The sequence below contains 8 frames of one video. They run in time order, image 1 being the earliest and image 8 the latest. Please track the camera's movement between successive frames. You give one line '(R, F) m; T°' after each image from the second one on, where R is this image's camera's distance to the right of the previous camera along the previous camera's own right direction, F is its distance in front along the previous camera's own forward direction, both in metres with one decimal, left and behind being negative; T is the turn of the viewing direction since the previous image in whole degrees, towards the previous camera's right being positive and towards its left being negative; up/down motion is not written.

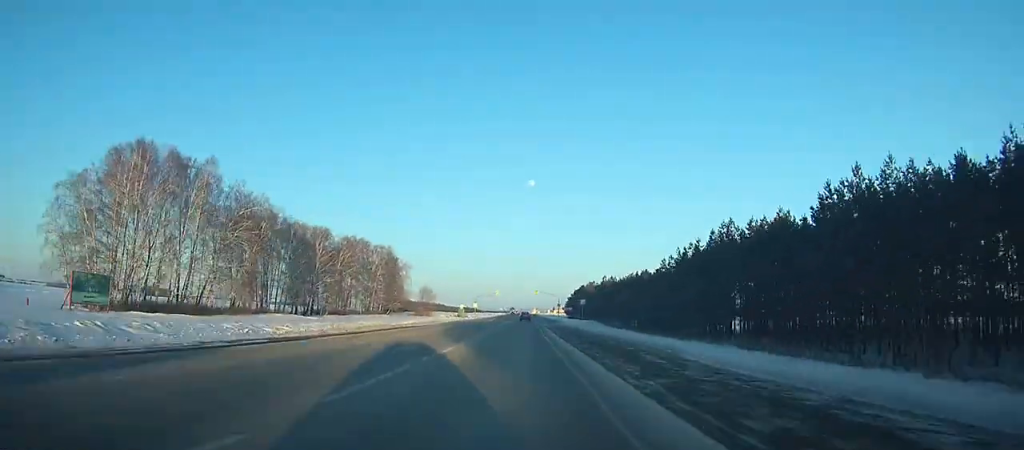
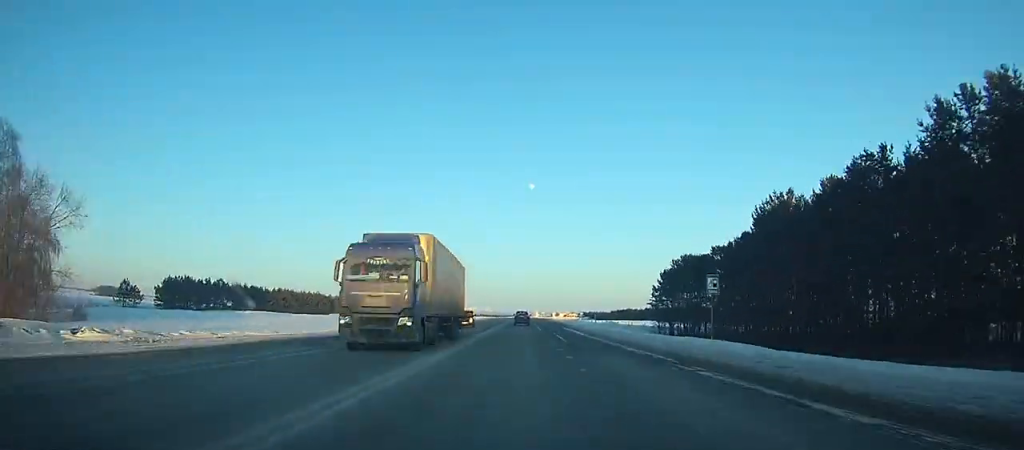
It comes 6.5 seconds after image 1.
(-0.1, +179.6) m; 0°
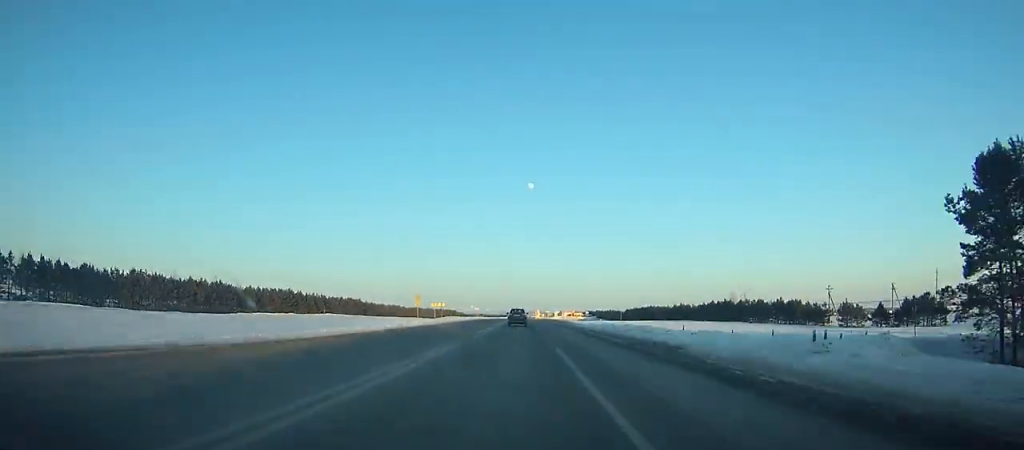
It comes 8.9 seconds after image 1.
(0.0, +64.6) m; 0°
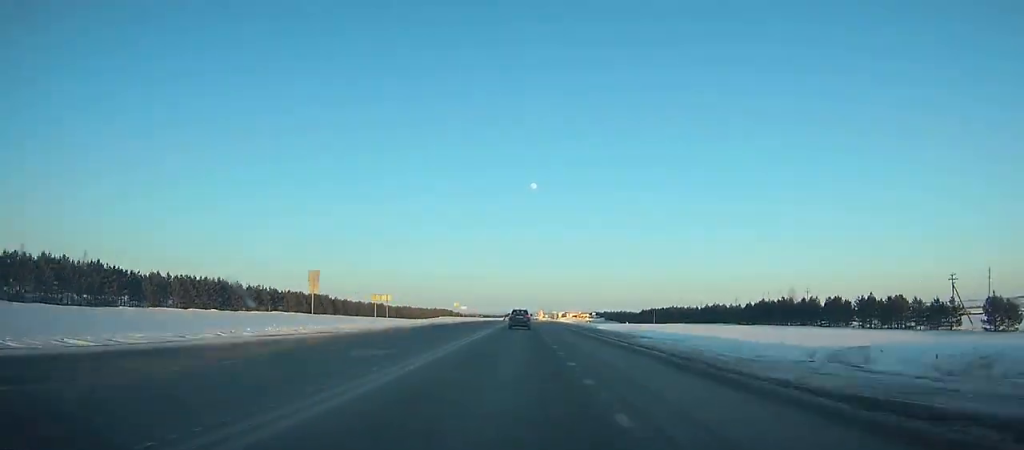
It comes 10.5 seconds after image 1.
(0.0, +42.7) m; 0°
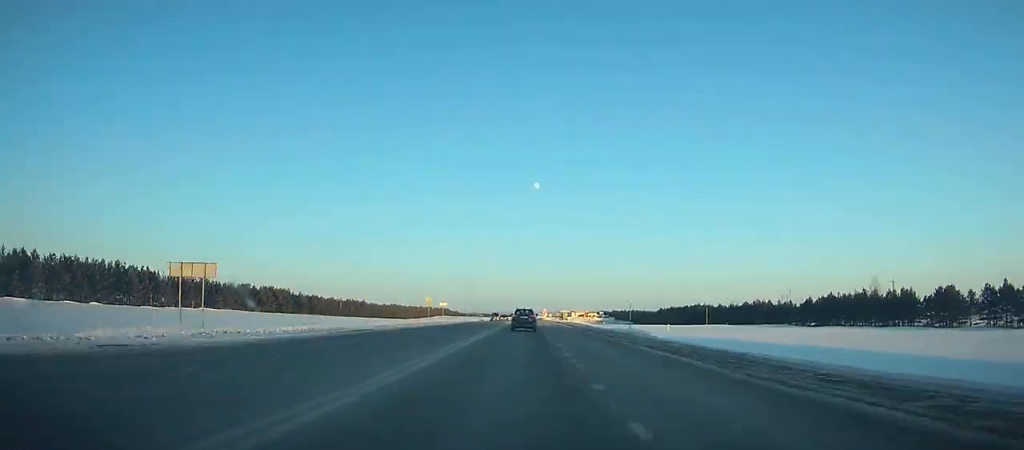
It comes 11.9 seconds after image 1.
(-0.1, +36.5) m; 0°
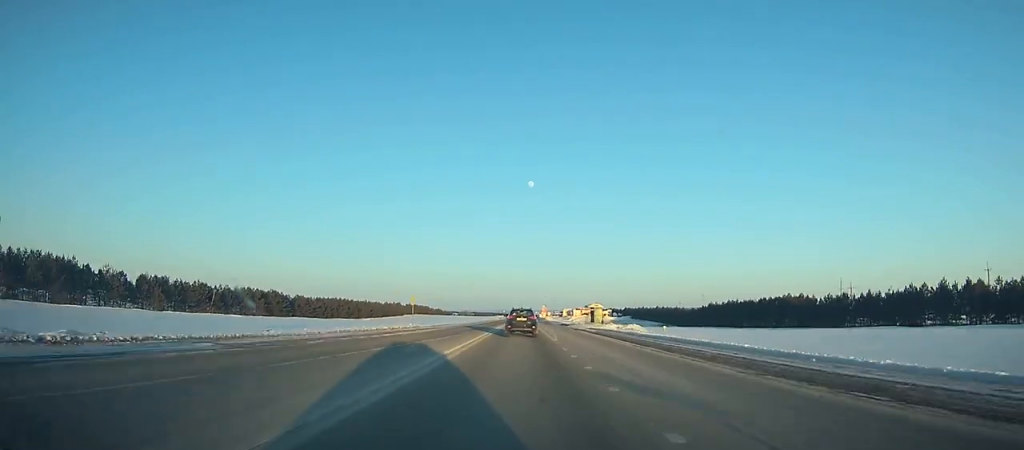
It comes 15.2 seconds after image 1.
(0.0, +85.0) m; 0°
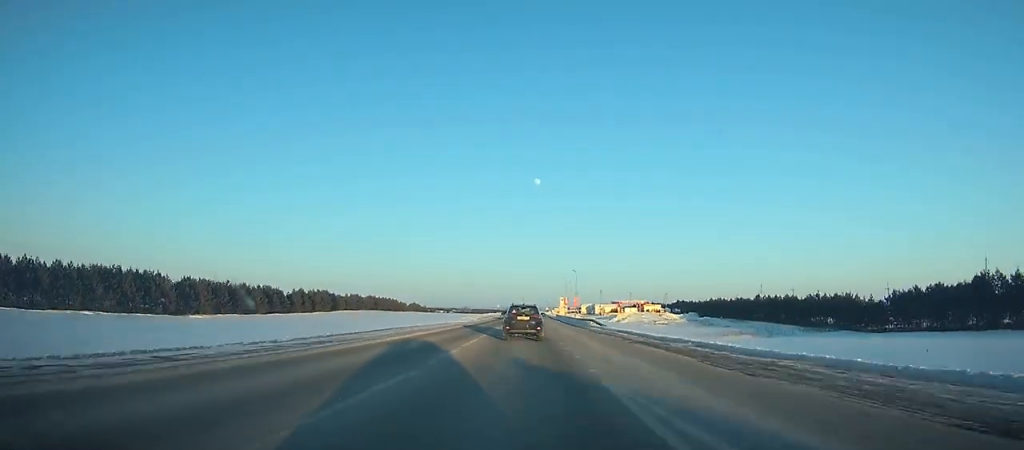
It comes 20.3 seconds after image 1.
(-0.1, +127.5) m; 0°
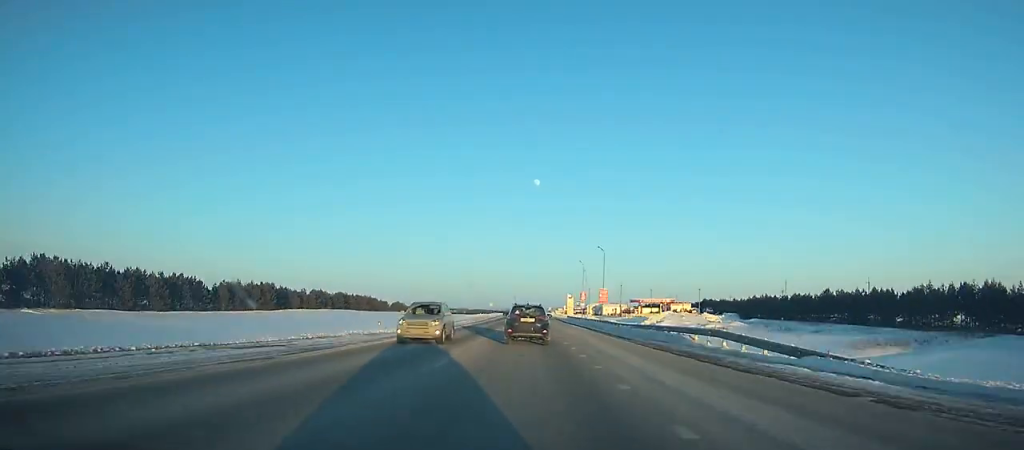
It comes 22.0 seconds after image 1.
(-0.2, +41.5) m; 0°
